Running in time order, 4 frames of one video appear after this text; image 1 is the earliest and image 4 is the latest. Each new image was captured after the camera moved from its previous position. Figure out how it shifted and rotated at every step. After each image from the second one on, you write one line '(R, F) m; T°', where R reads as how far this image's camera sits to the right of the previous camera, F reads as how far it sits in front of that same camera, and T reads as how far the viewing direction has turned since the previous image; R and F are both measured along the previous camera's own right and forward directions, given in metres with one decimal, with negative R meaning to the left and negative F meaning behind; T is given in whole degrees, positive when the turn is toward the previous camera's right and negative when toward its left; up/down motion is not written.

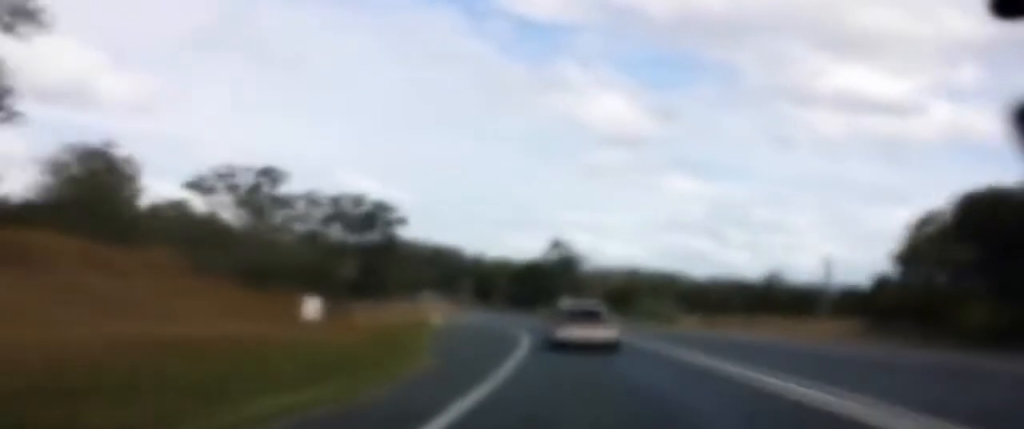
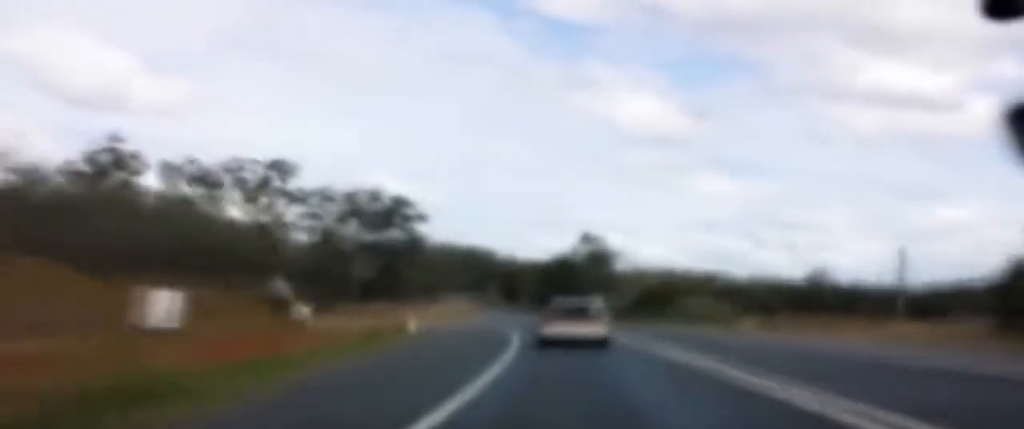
(-0.5, +15.6) m; -2°
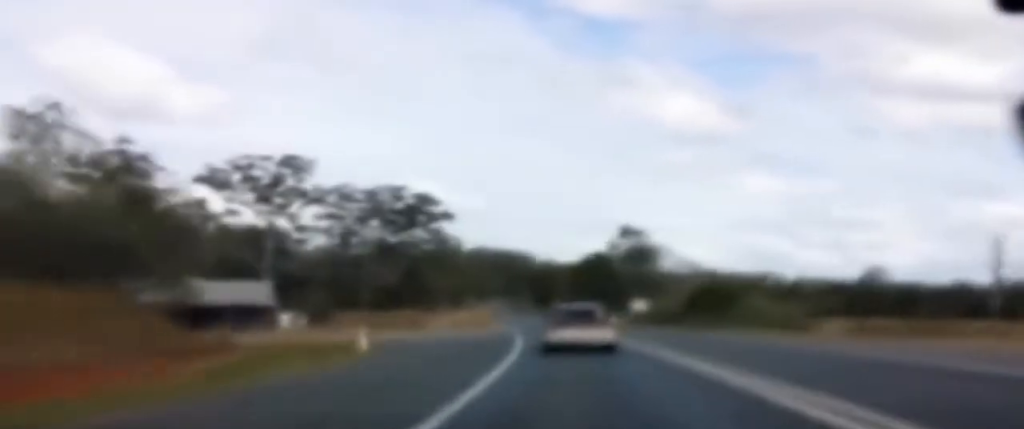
(-0.2, +13.0) m; -1°
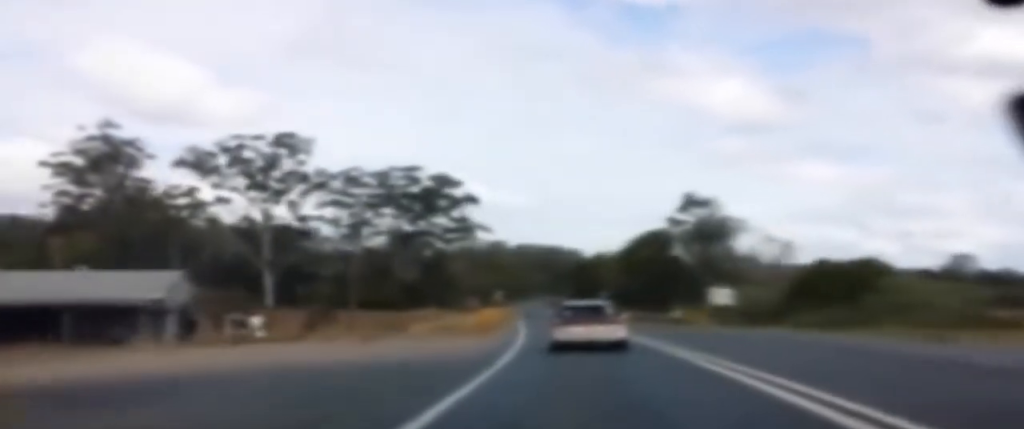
(-0.5, +23.2) m; -3°
